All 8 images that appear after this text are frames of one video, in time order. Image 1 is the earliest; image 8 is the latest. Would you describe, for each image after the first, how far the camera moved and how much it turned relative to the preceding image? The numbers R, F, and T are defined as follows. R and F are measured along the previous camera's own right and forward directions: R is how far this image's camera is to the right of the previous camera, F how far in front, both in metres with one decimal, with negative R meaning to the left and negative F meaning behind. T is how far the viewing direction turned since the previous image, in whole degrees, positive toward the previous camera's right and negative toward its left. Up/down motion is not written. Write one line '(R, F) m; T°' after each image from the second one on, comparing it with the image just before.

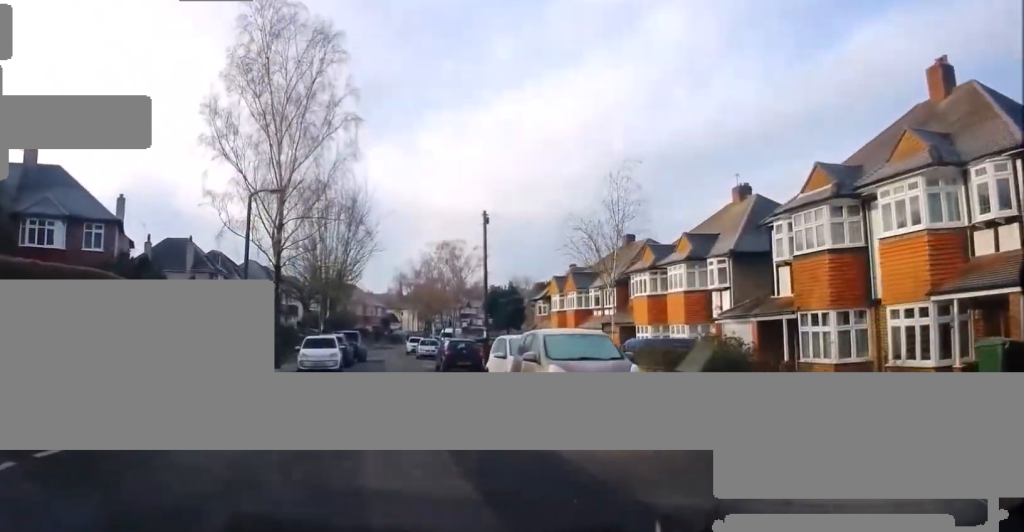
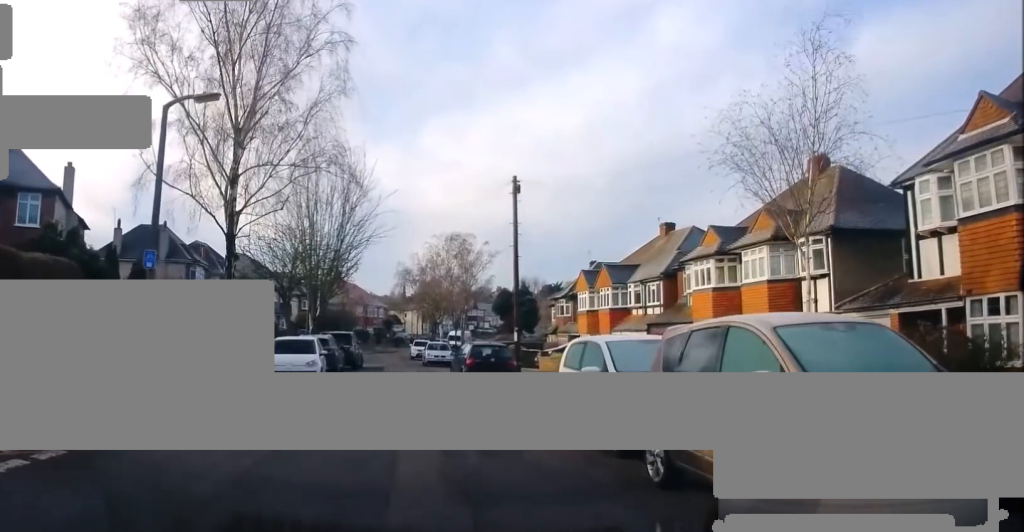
(0.0, +7.5) m; -1°
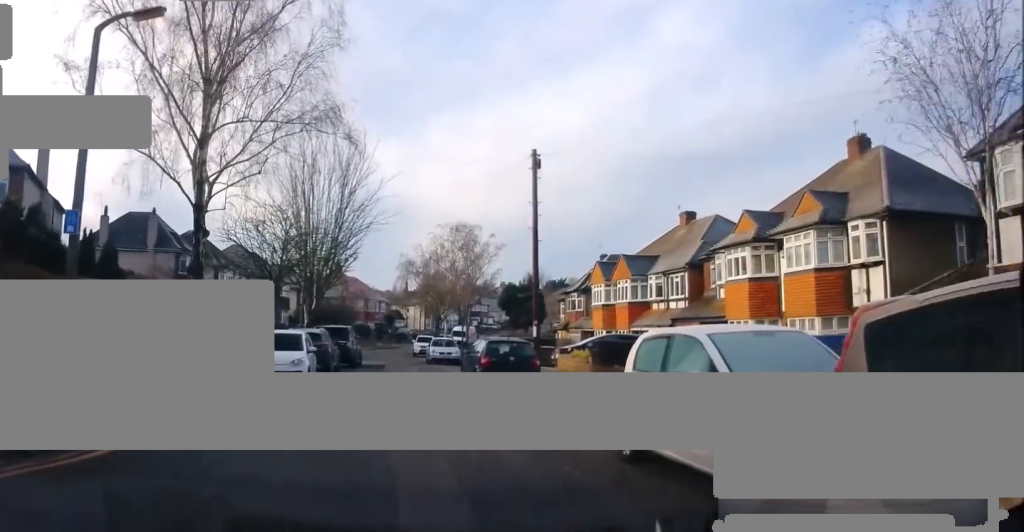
(-0.1, +2.9) m; -1°
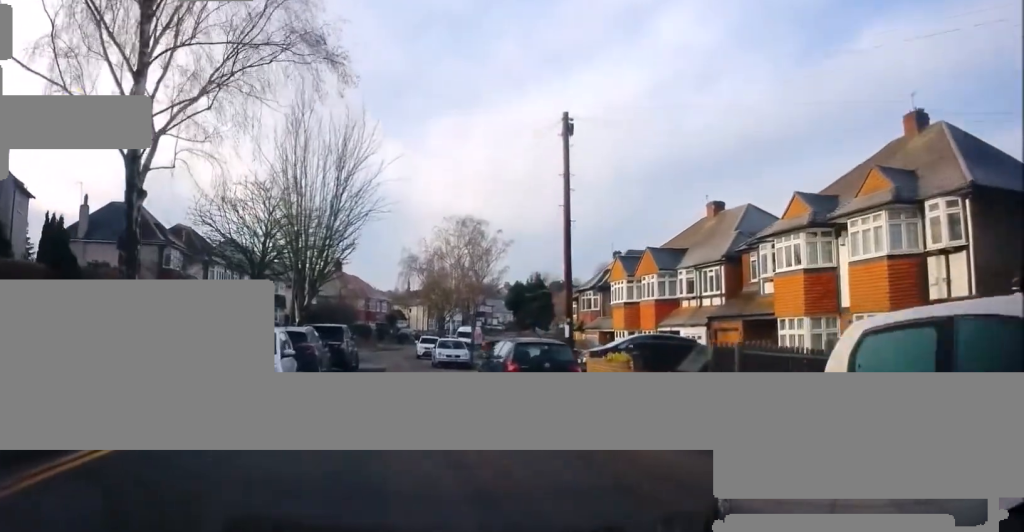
(0.0, +3.8) m; -1°
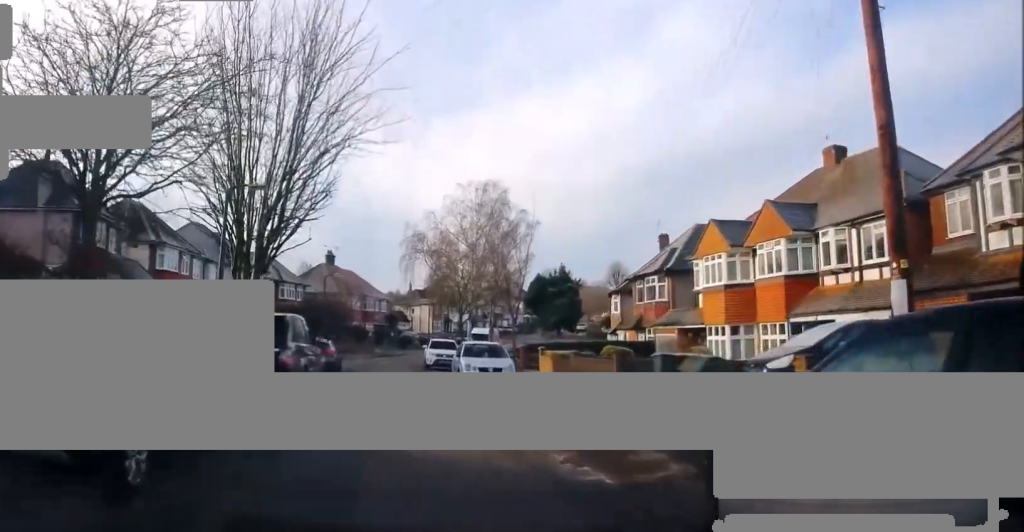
(-0.2, +12.1) m; -2°
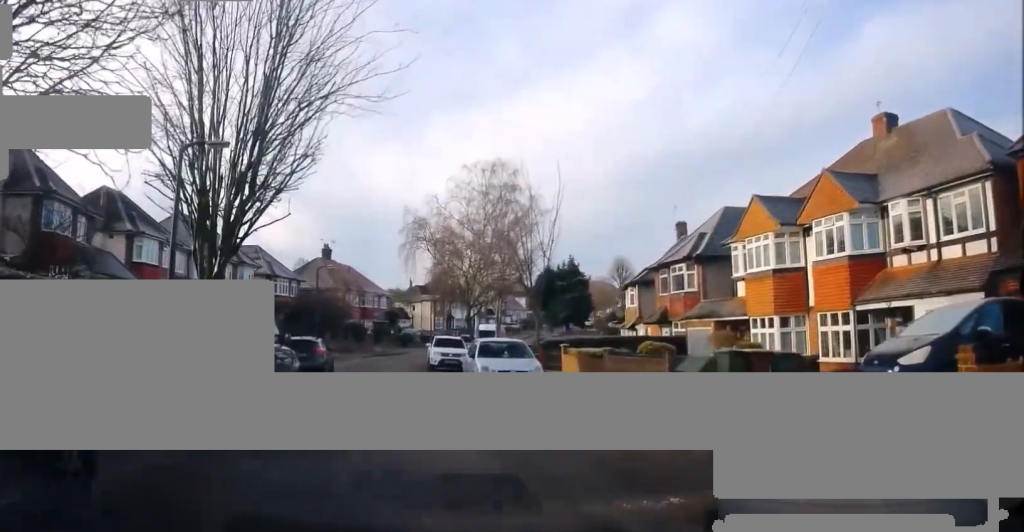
(-0.3, +3.7) m; +2°
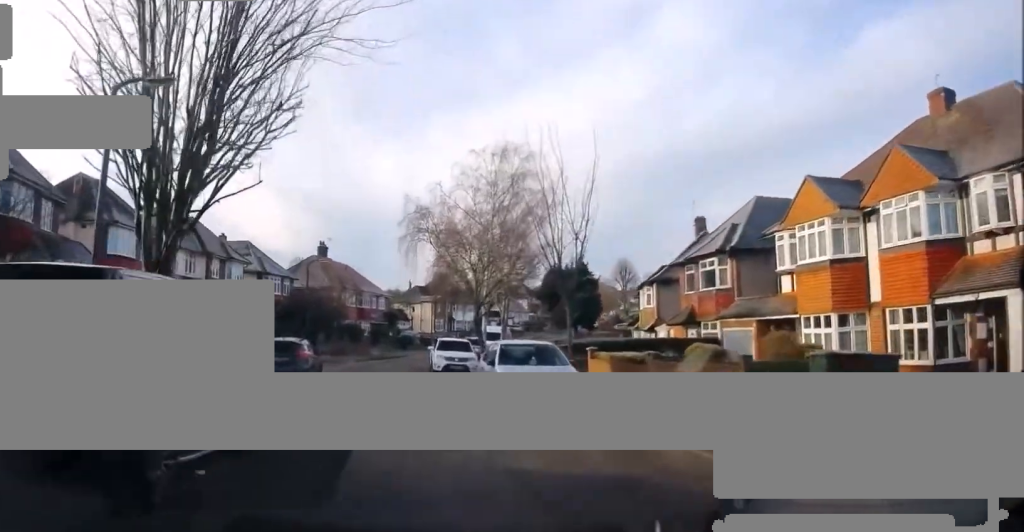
(+0.3, +3.4) m; 0°
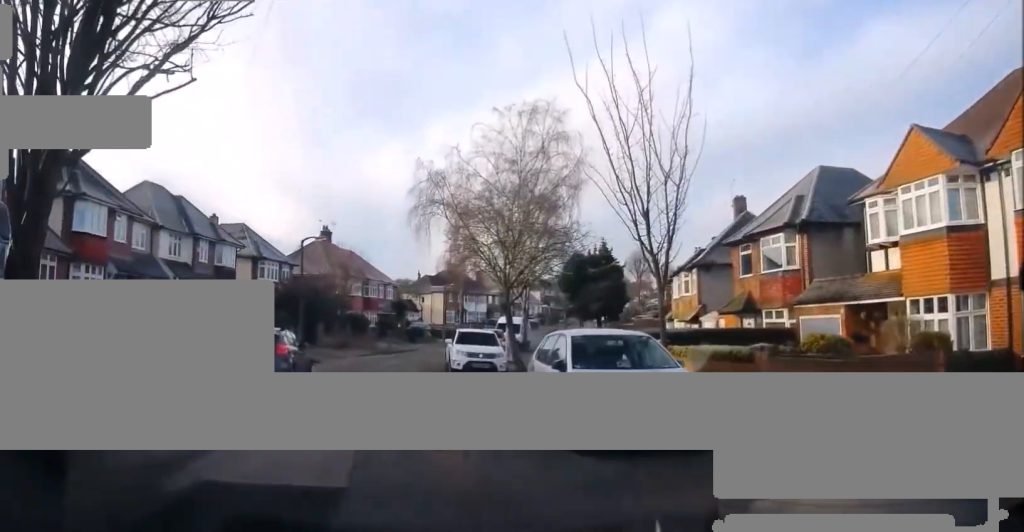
(+0.2, +4.8) m; -1°
